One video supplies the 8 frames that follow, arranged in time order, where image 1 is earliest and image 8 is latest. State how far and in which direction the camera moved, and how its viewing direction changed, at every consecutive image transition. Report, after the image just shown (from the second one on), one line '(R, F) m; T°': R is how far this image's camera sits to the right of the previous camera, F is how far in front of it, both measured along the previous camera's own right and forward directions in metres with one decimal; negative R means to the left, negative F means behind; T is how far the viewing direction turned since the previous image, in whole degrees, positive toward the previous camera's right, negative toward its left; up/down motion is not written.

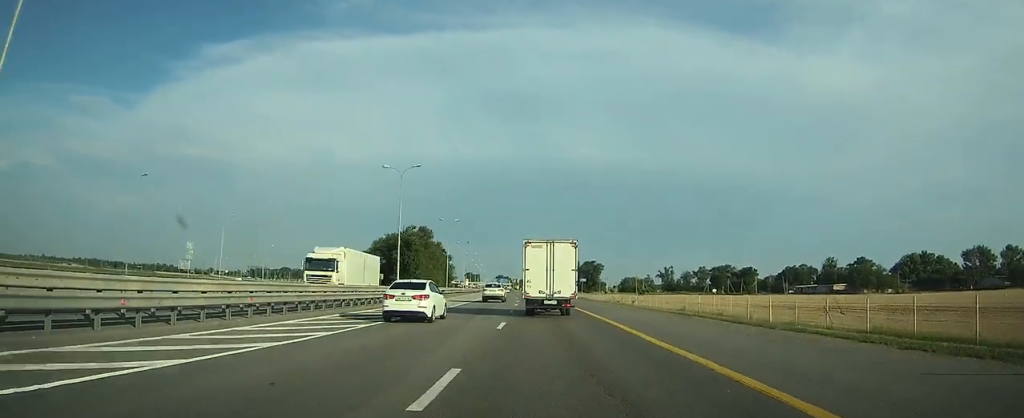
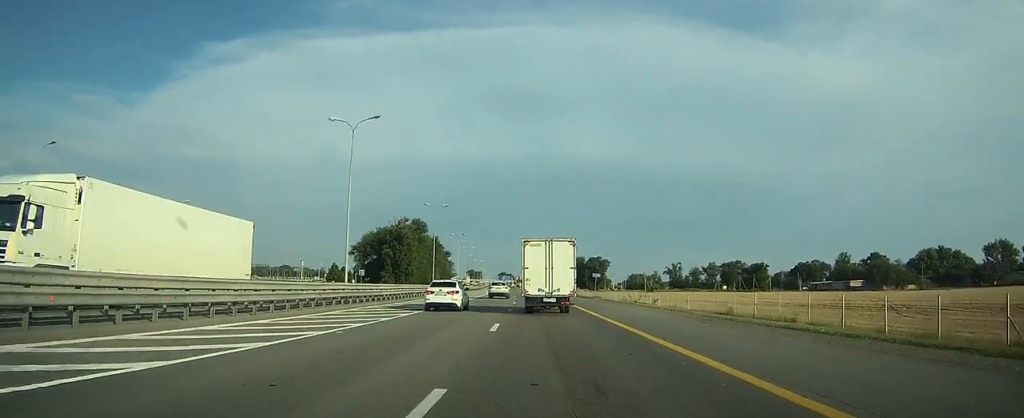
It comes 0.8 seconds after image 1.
(-0.4, +13.9) m; -2°
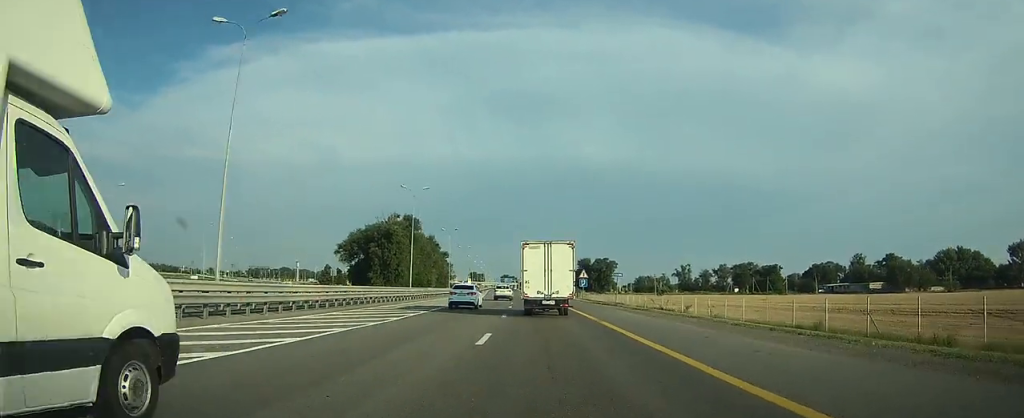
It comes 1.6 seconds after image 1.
(0.0, +15.1) m; 0°
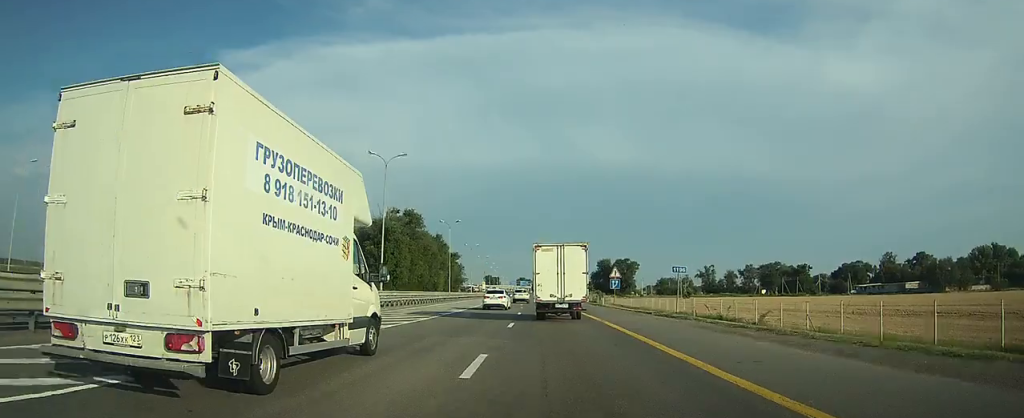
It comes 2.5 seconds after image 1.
(0.0, +16.7) m; 0°
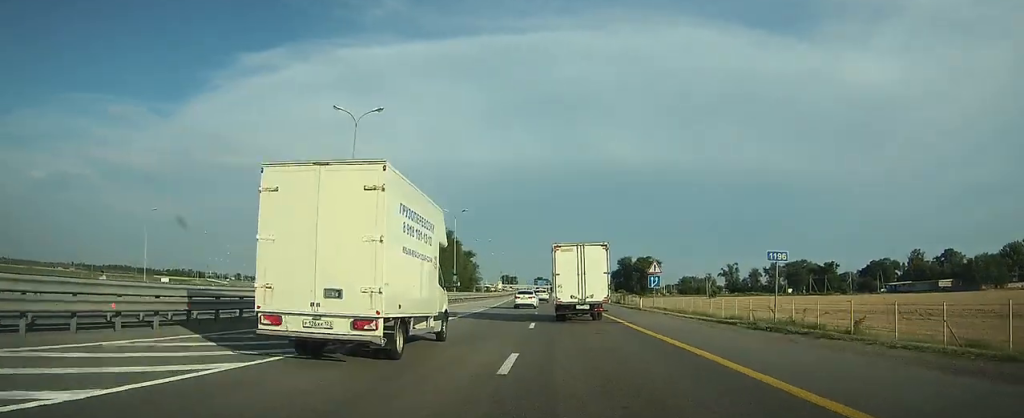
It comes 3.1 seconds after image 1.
(0.0, +11.3) m; 0°
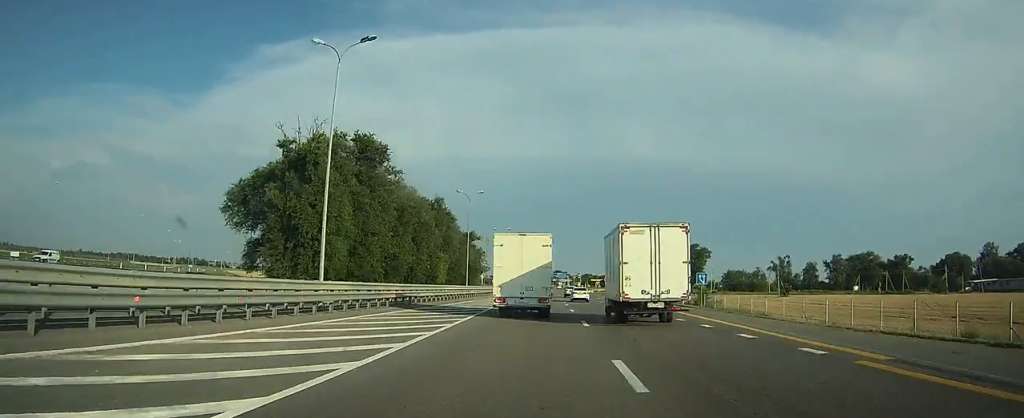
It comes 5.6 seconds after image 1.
(0.0, +47.8) m; 0°
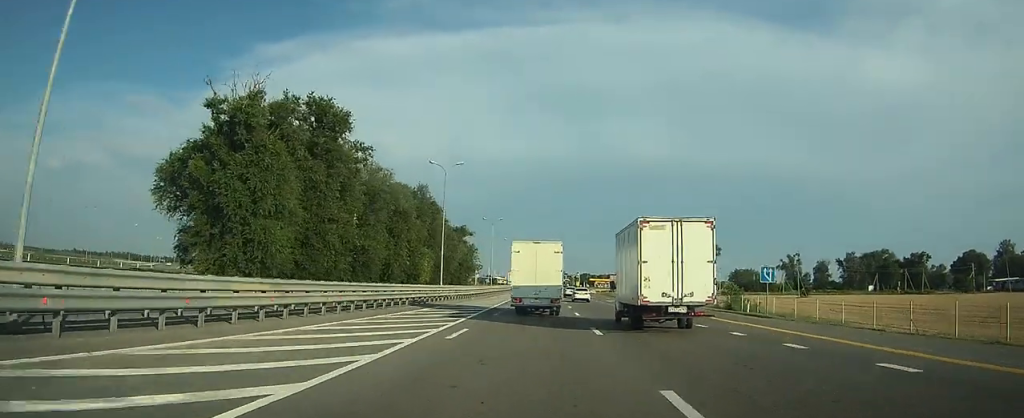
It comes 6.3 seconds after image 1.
(0.0, +13.7) m; 0°
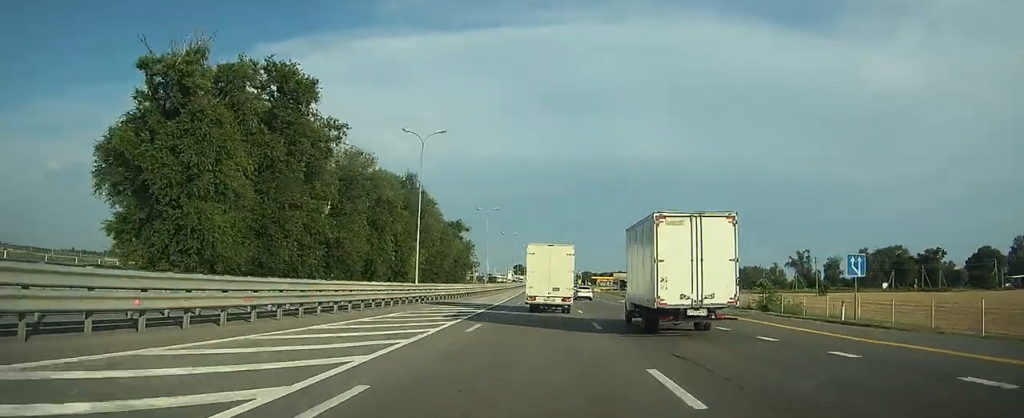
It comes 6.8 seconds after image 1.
(0.0, +9.1) m; 0°
